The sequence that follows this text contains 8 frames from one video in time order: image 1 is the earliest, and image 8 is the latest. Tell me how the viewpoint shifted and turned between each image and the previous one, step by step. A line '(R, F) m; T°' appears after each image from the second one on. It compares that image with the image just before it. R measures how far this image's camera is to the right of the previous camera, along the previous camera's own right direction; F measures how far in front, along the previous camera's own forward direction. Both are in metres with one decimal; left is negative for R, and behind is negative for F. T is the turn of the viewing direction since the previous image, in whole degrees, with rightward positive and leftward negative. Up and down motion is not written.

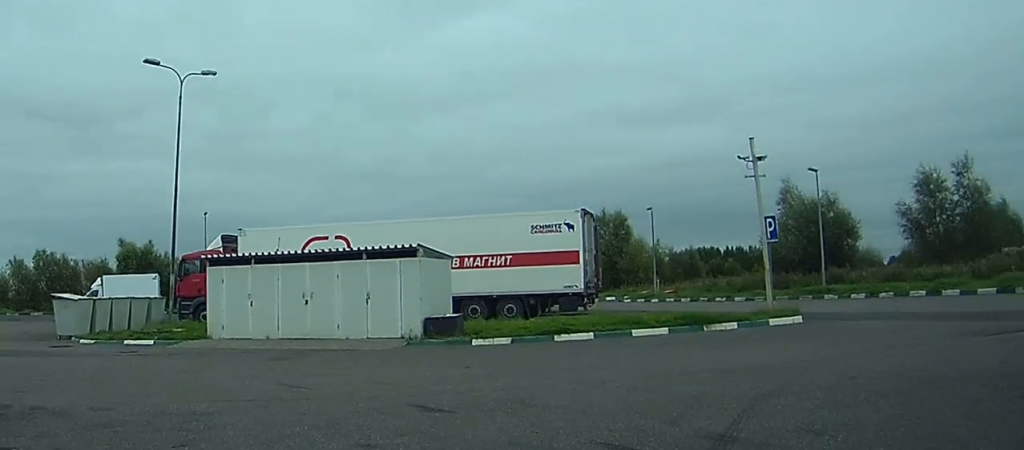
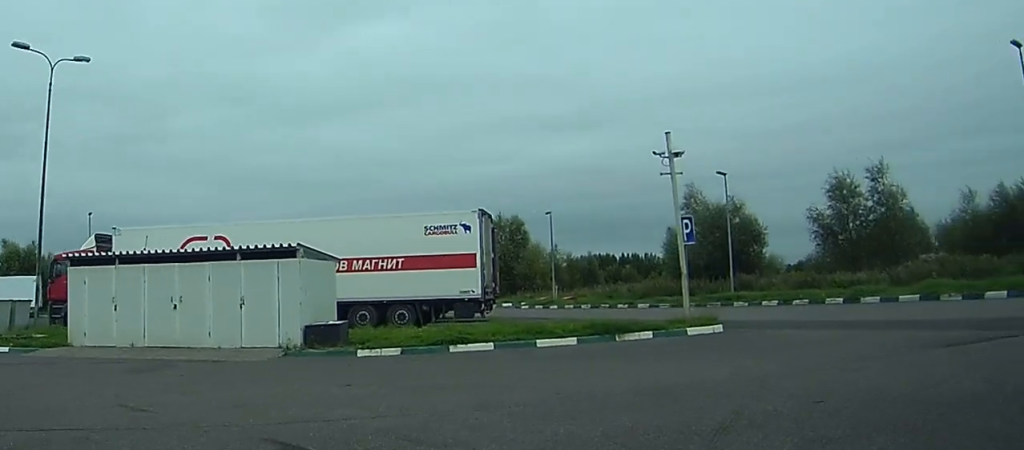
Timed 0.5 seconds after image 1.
(0.0, +2.8) m; +4°
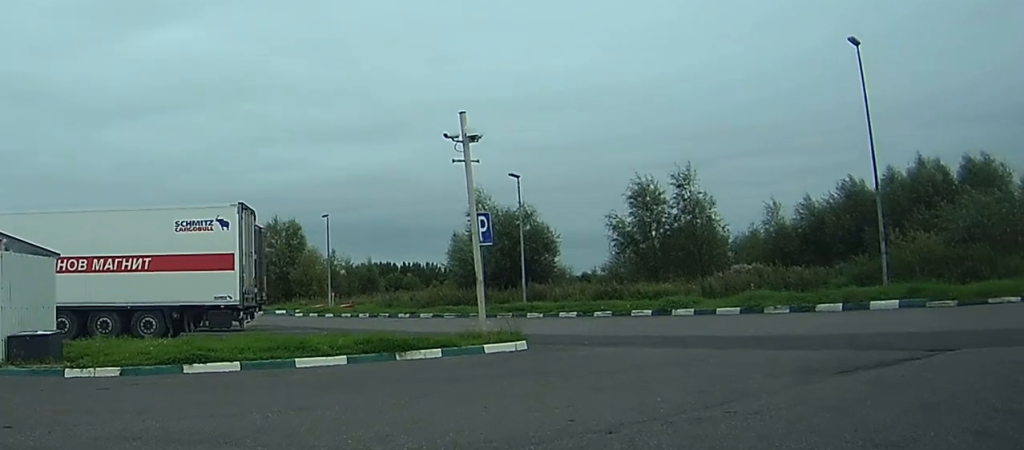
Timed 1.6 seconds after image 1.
(+0.5, +4.6) m; +11°
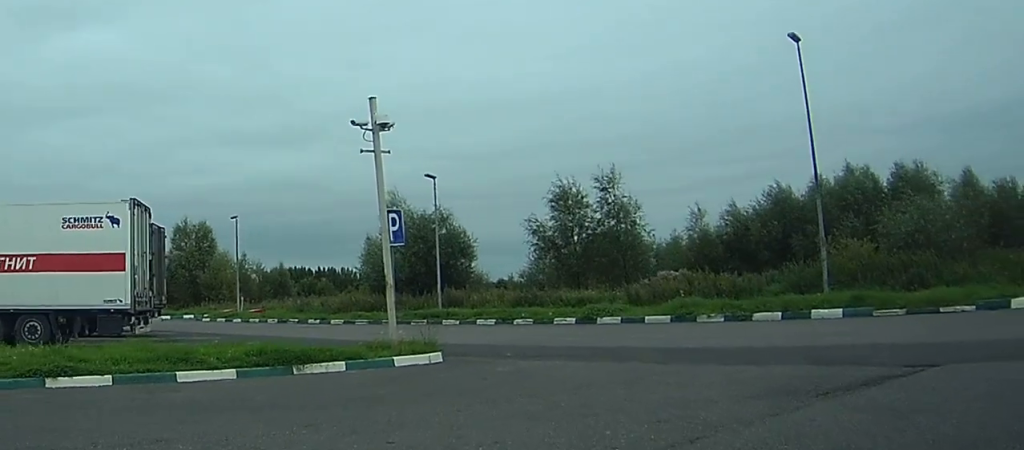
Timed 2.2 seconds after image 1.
(+0.2, +2.3) m; +7°
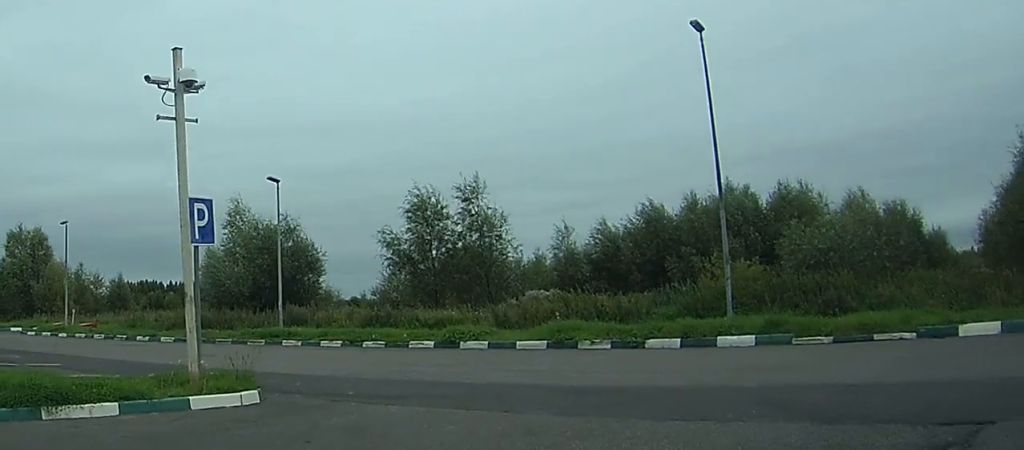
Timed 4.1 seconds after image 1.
(+1.1, +5.2) m; +24°
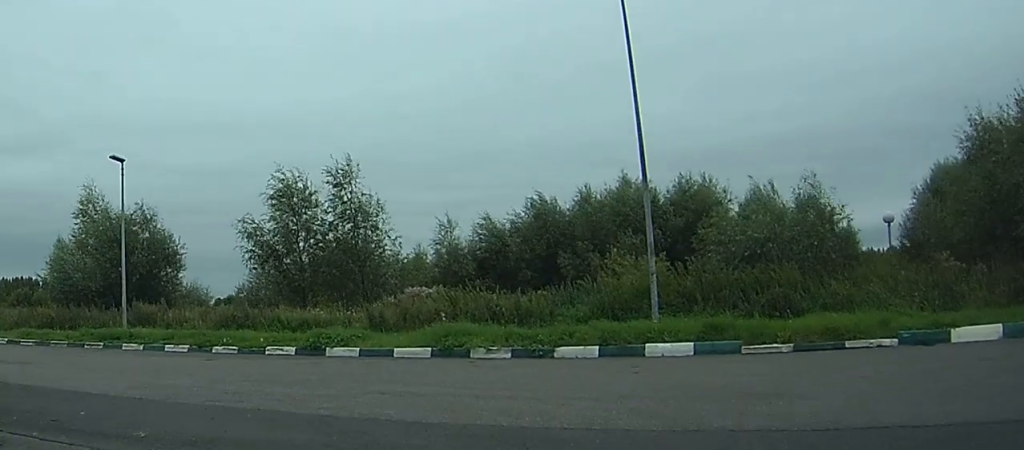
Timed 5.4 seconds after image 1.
(+0.4, +3.8) m; +5°
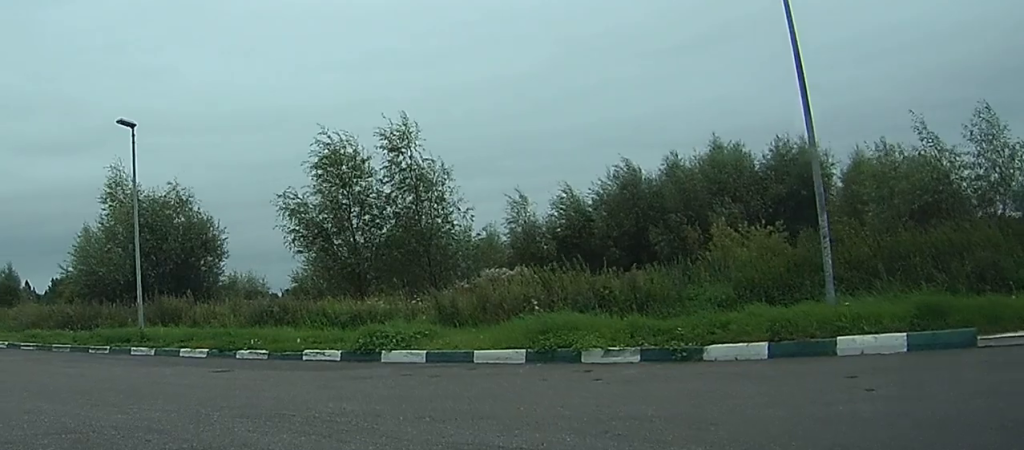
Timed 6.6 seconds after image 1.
(-0.3, +4.5) m; -8°
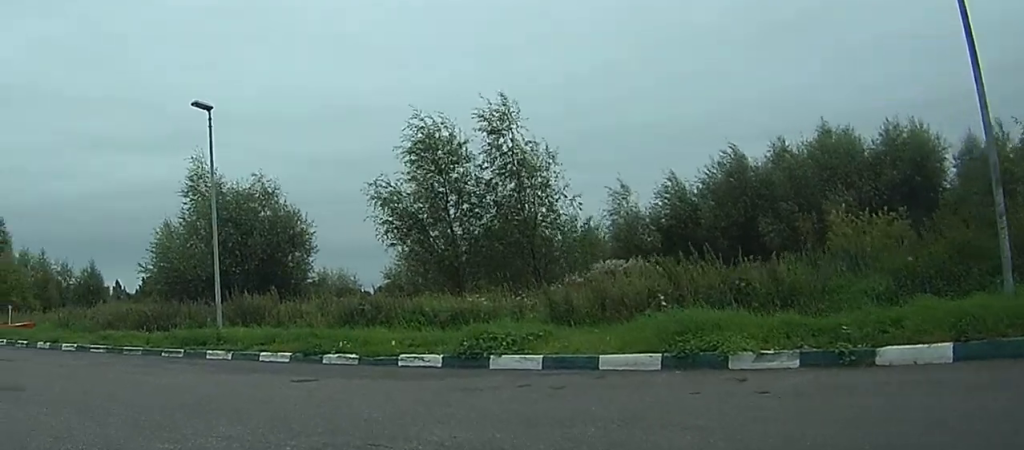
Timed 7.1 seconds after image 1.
(-0.1, +1.9) m; -4°
